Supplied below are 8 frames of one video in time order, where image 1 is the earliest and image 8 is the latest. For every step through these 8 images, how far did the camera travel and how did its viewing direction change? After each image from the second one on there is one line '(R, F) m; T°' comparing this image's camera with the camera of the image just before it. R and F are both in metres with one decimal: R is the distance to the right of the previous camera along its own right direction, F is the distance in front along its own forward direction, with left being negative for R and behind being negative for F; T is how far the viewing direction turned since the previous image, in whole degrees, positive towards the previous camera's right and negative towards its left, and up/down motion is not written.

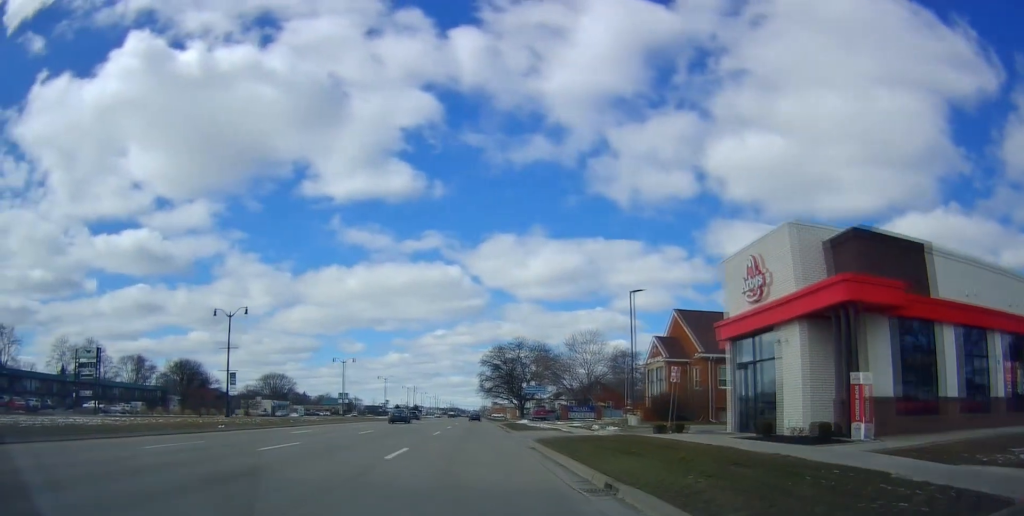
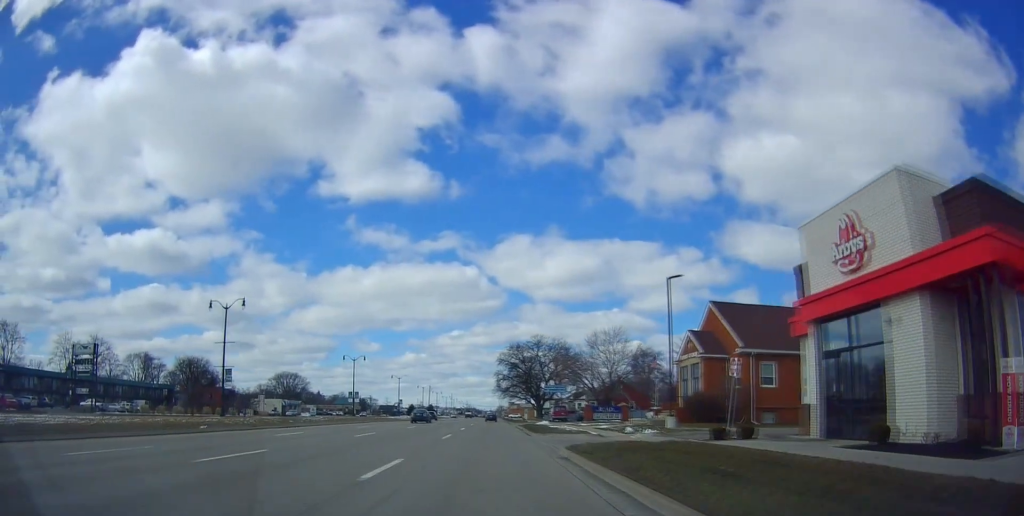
(+0.2, +4.8) m; -3°
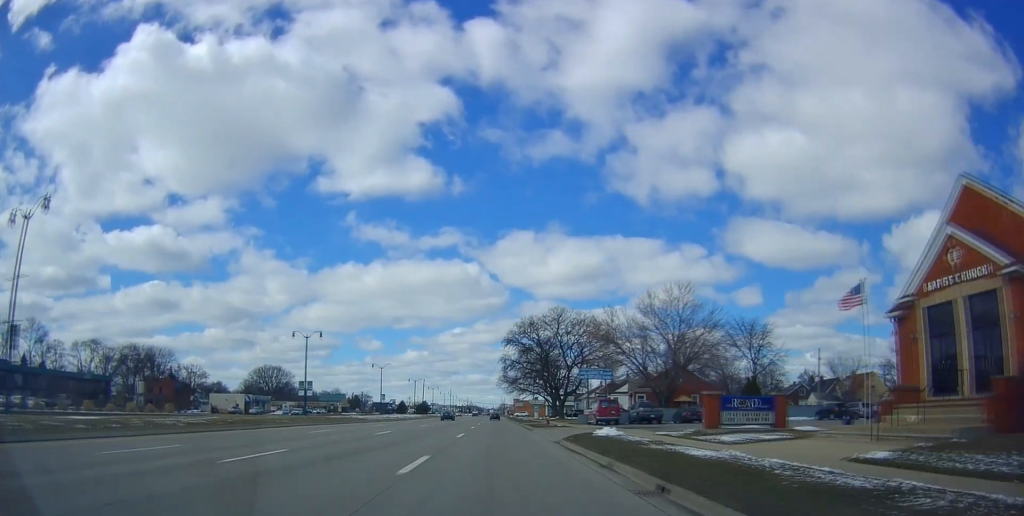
(-2.8, +30.1) m; -4°
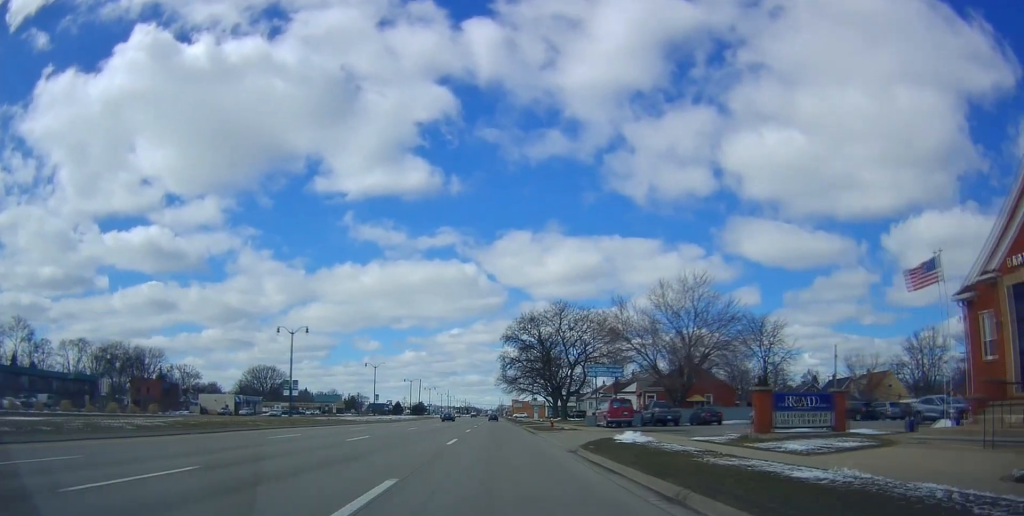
(+0.1, +5.2) m; 0°
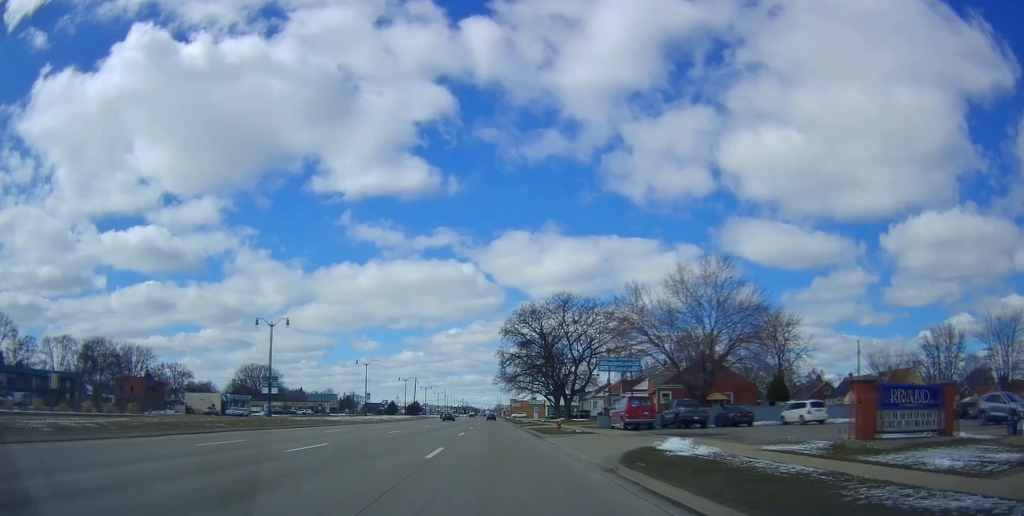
(+0.4, +6.6) m; 0°
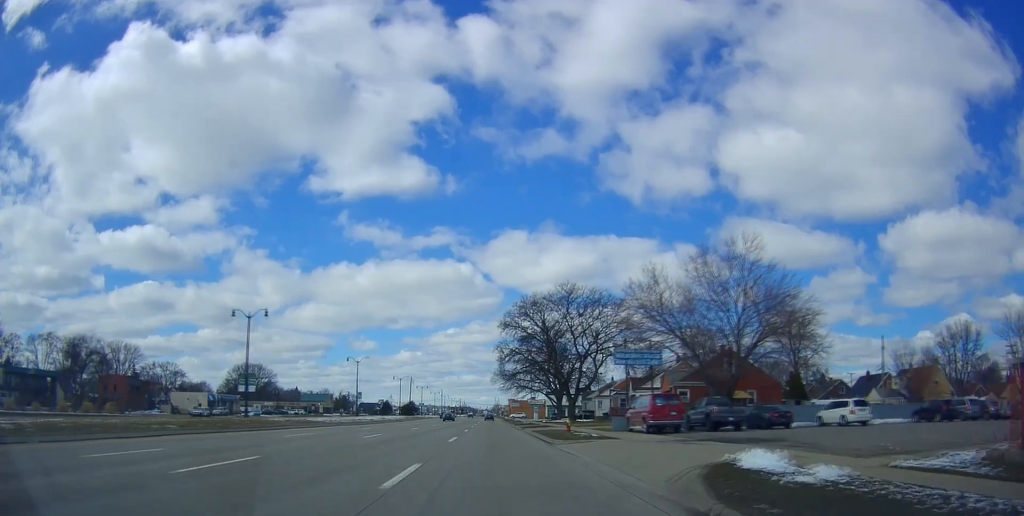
(-0.4, +6.1) m; -2°
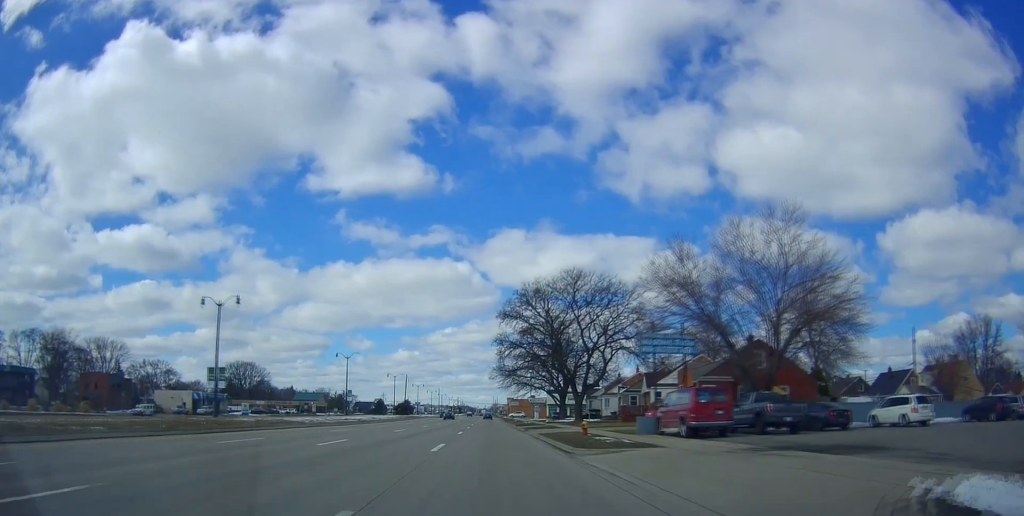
(-0.2, +6.8) m; -1°
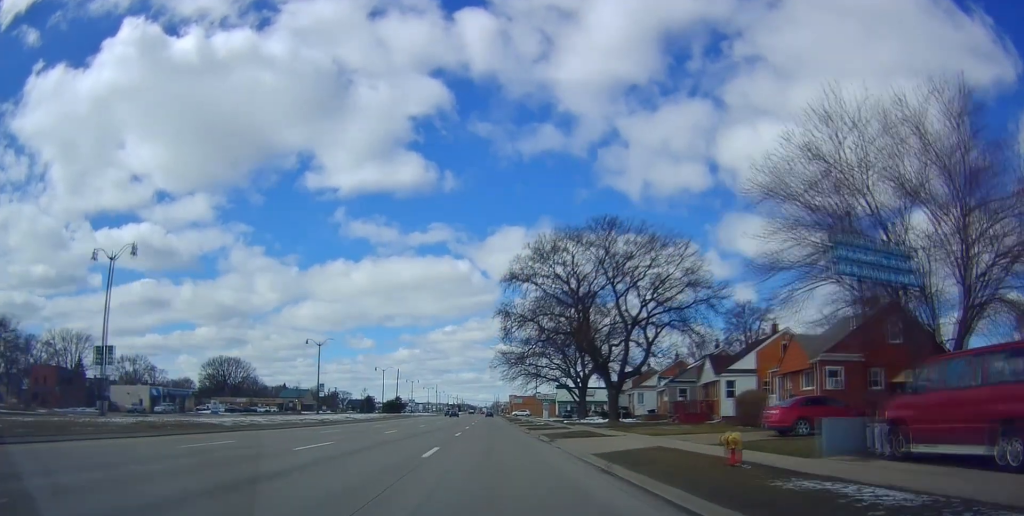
(+0.5, +17.9) m; 0°
